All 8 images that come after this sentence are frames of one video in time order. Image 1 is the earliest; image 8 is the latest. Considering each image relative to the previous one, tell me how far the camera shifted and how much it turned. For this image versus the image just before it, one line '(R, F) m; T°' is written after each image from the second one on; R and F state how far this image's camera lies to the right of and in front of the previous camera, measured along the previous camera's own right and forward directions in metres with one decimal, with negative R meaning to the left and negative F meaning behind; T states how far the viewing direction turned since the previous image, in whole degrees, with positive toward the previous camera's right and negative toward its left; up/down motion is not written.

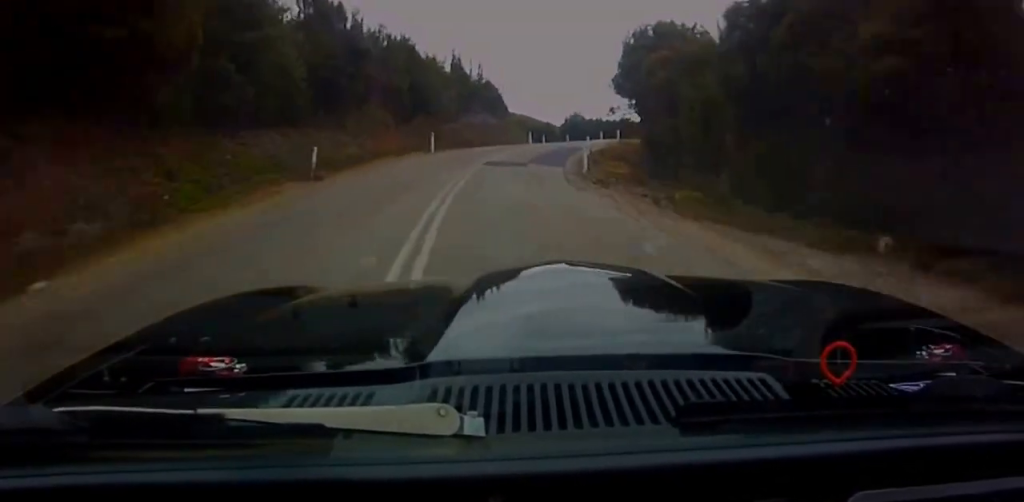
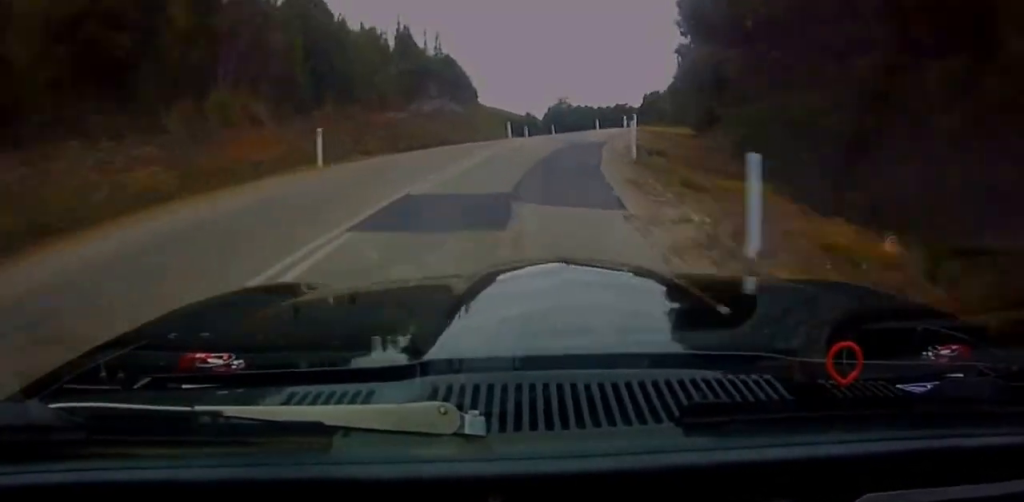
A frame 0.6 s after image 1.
(0.0, +16.1) m; 0°
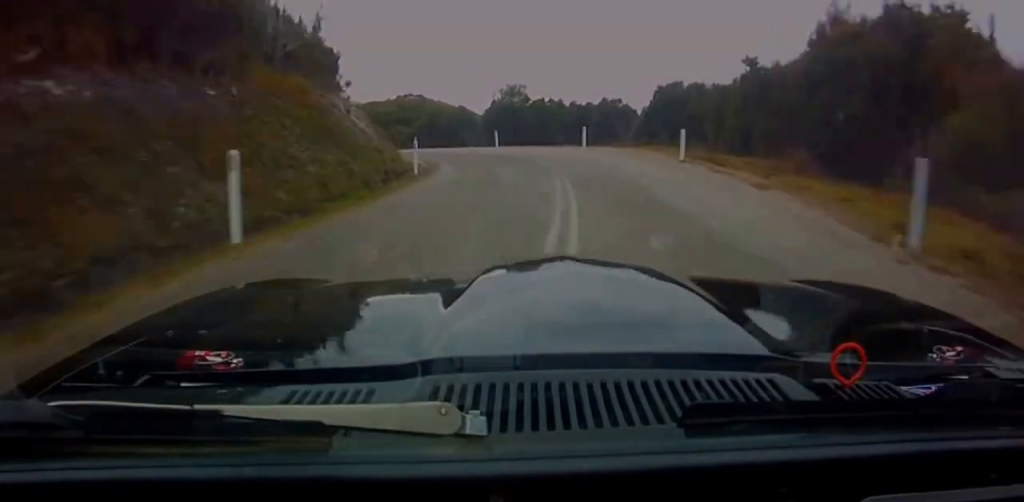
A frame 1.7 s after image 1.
(-0.4, +31.1) m; -6°
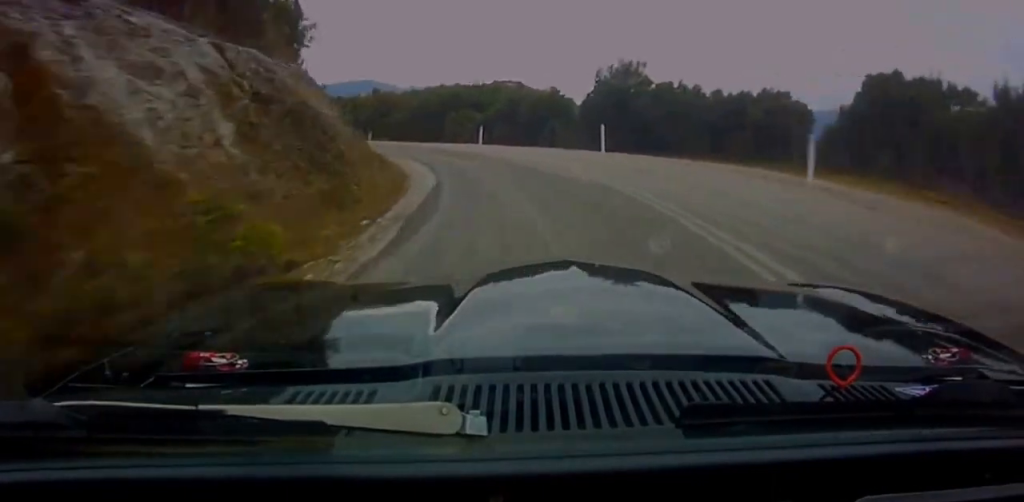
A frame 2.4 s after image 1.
(-1.3, +19.0) m; -6°
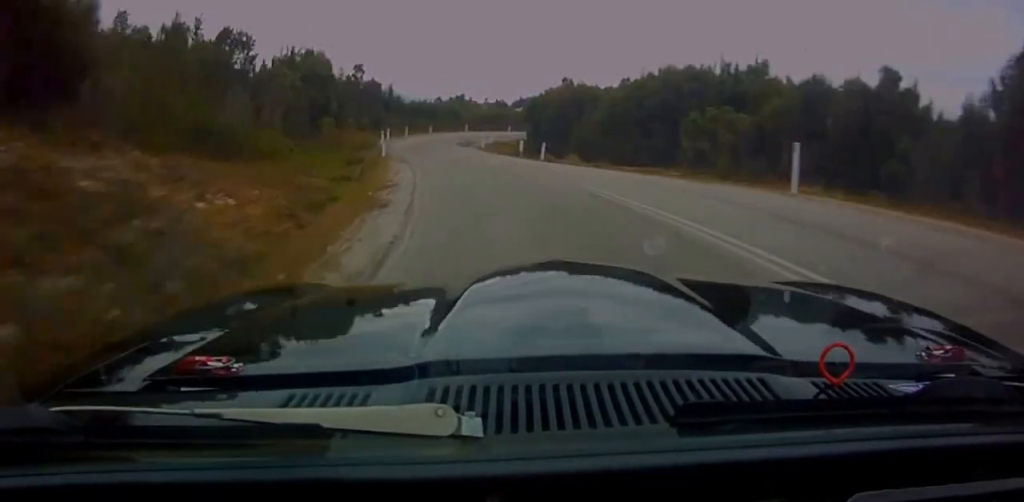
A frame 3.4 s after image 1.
(-1.8, +29.2) m; -10°
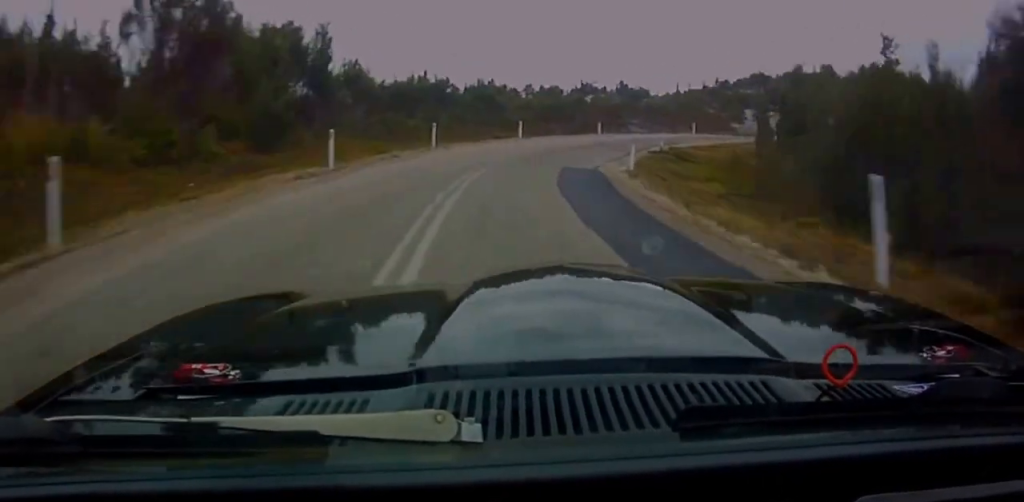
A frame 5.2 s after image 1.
(-2.2, +48.6) m; +4°
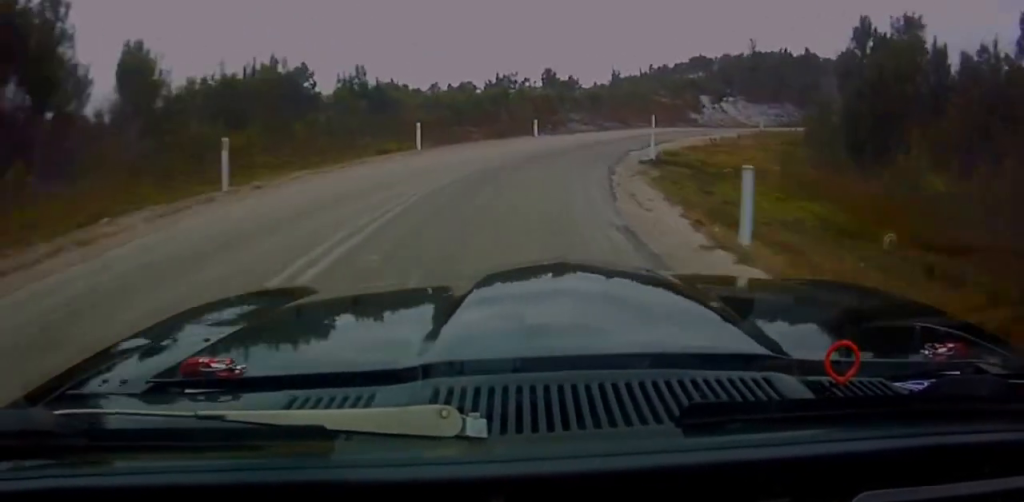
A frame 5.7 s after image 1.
(+0.7, +14.6) m; +7°
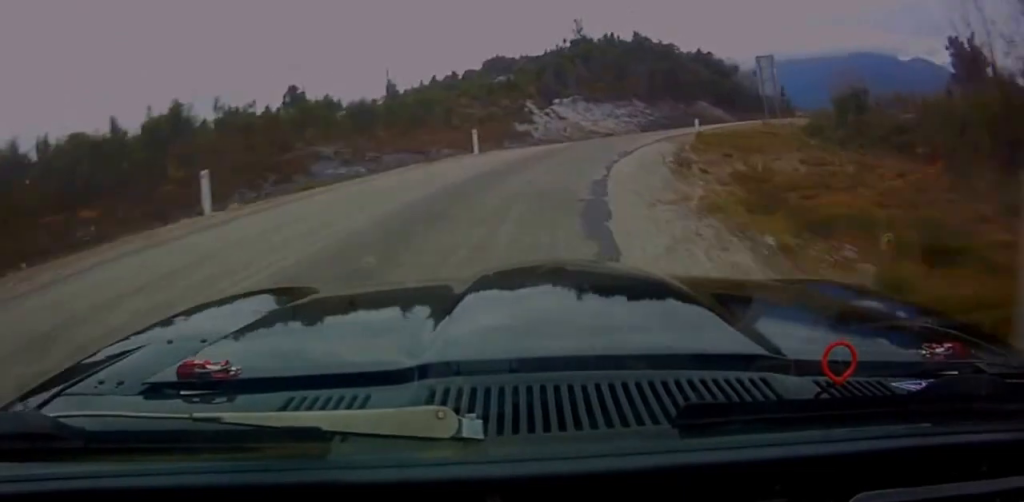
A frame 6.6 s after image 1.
(-0.2, +20.6) m; +19°
